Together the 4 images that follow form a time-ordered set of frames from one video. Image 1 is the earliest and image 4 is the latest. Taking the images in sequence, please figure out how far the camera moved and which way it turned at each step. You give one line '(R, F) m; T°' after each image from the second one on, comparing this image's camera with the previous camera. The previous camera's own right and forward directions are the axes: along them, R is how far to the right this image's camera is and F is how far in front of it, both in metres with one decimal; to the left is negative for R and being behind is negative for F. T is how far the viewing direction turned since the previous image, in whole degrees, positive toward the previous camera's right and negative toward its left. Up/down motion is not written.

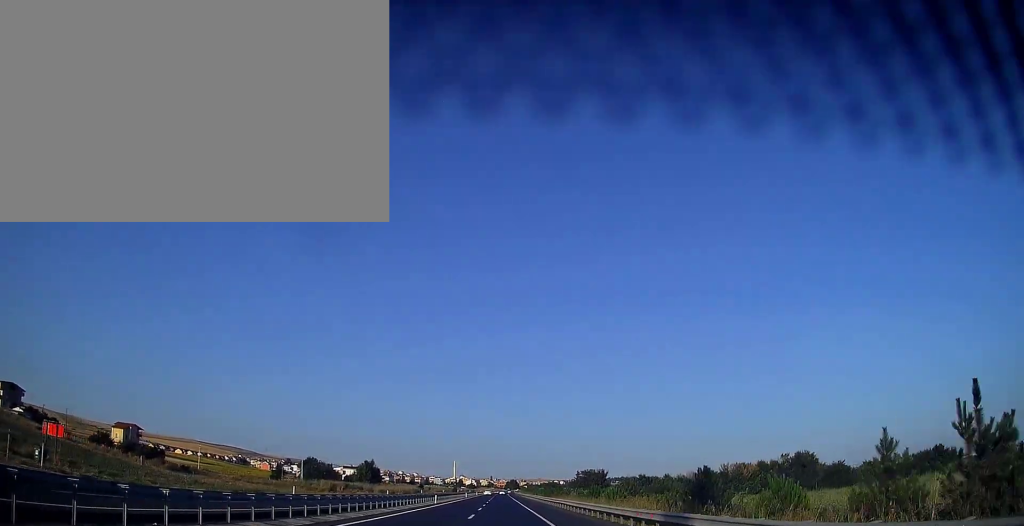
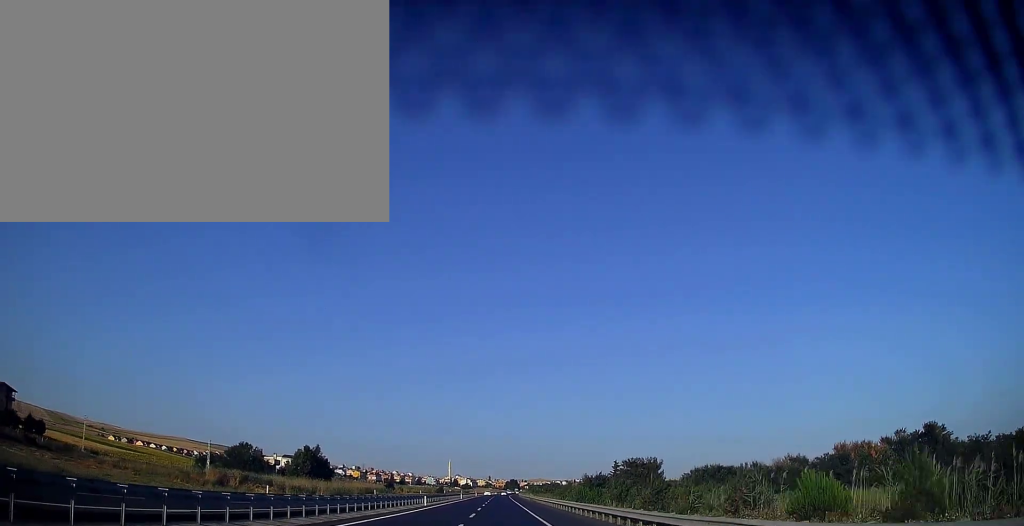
(+0.6, +57.7) m; +1°
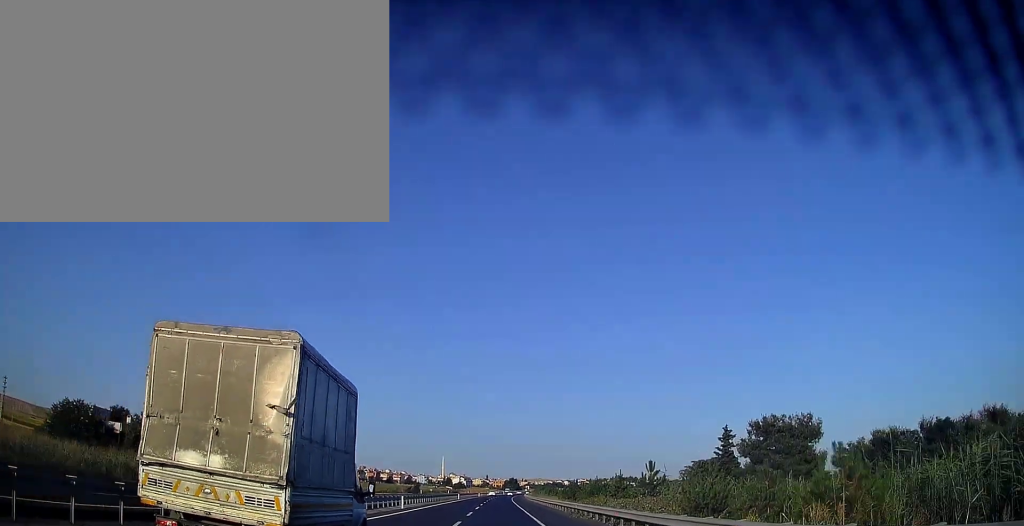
(-0.1, +57.8) m; 0°
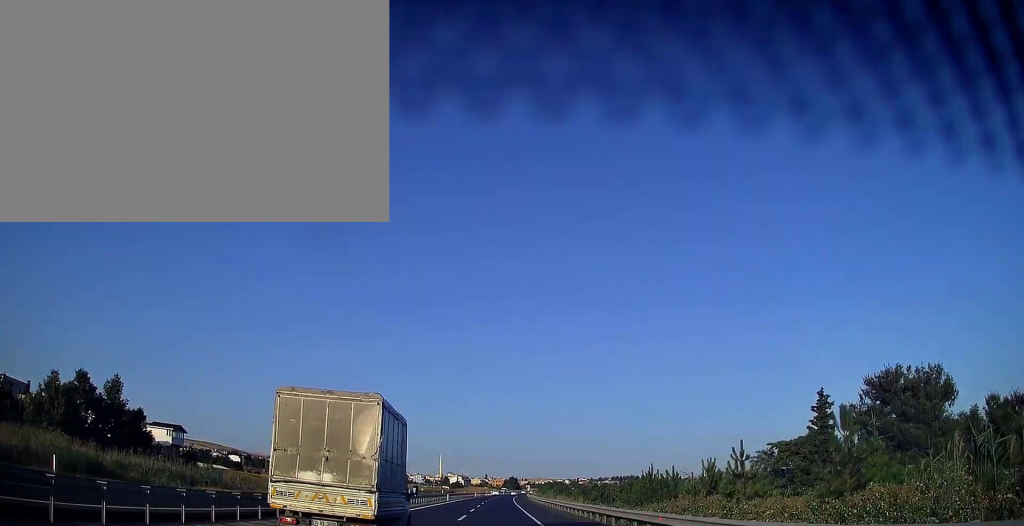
(-0.2, +18.6) m; -1°
